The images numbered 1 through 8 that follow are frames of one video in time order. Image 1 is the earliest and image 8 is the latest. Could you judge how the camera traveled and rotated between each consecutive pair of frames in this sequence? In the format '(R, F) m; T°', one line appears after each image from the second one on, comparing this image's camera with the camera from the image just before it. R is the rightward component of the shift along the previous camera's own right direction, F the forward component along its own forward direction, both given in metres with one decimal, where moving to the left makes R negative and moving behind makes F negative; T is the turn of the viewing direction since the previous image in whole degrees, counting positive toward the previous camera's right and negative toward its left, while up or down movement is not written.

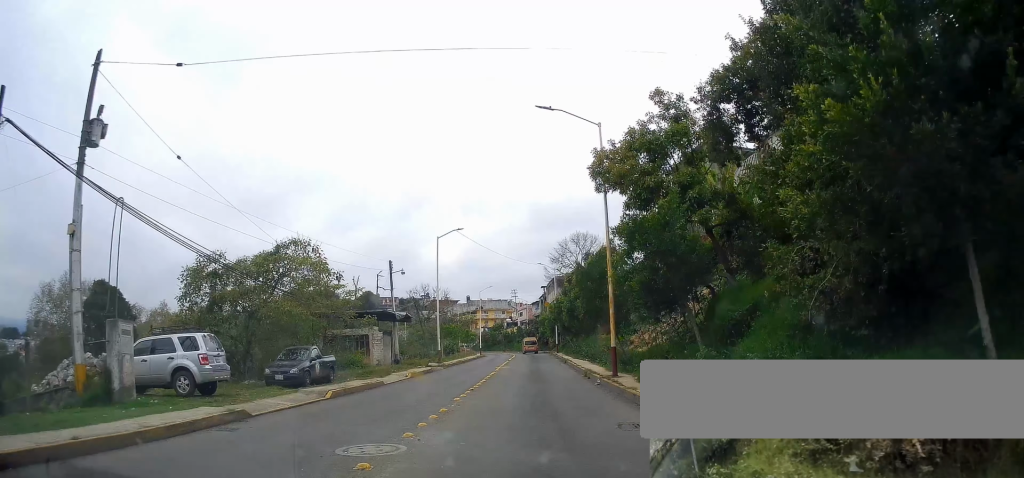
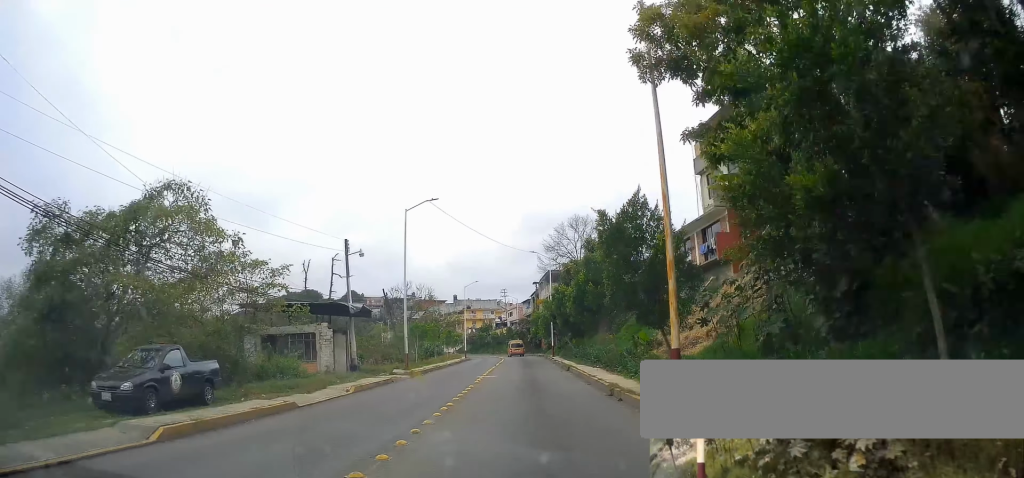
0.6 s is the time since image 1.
(0.0, +8.8) m; 0°
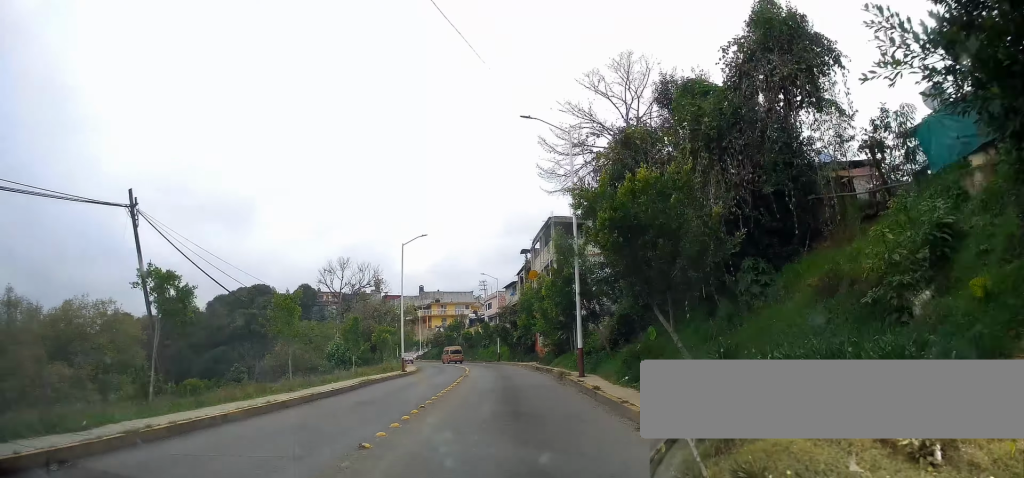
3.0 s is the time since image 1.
(+1.0, +32.5) m; +4°
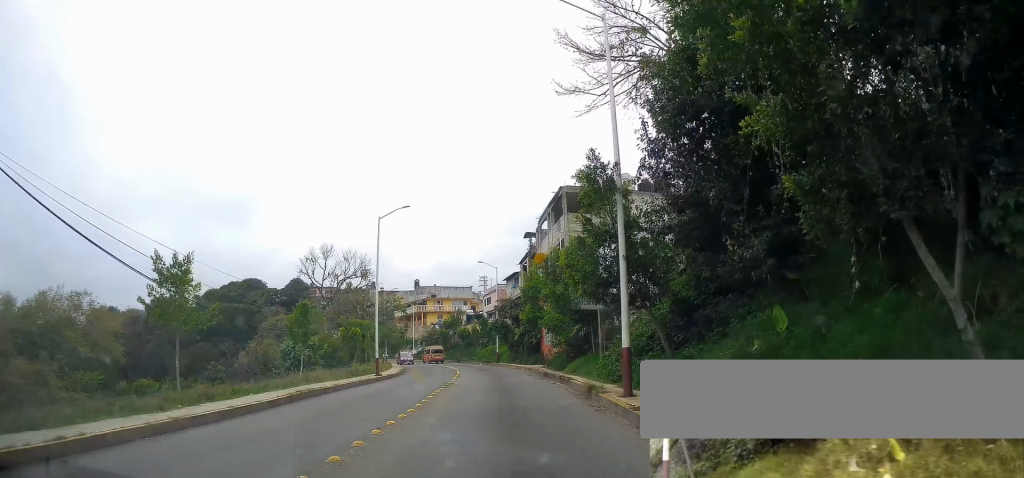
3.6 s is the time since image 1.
(0.0, +8.8) m; 0°
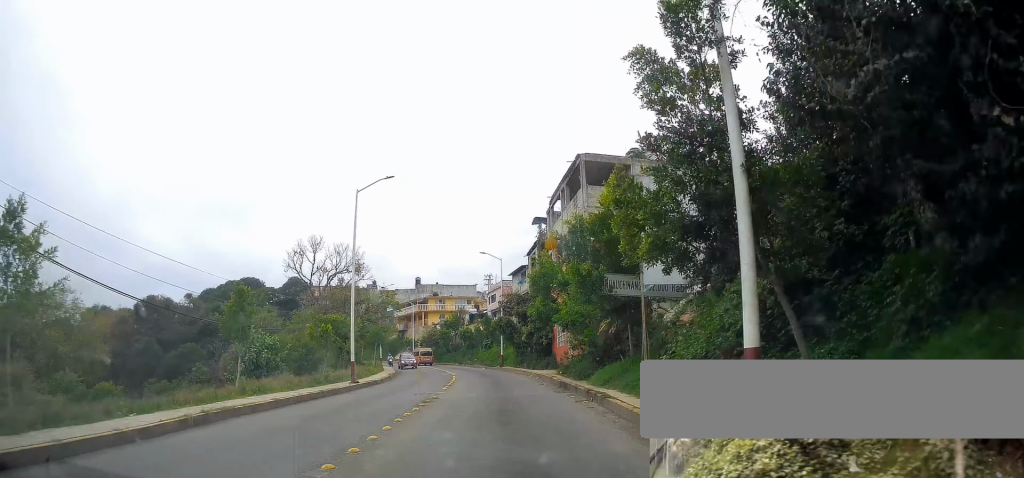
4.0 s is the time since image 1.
(0.0, +6.0) m; 0°
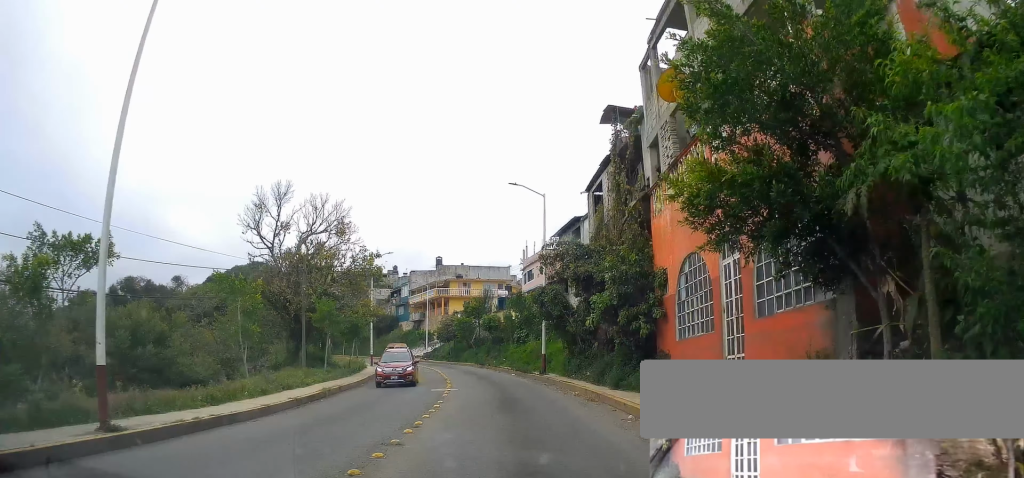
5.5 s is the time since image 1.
(-0.2, +19.9) m; -1°
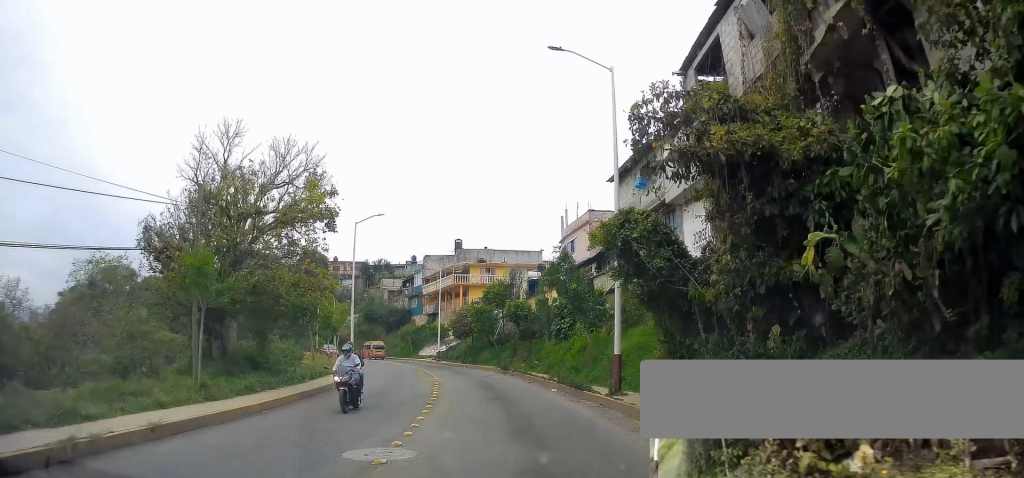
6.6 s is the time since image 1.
(-0.2, +14.9) m; -2°
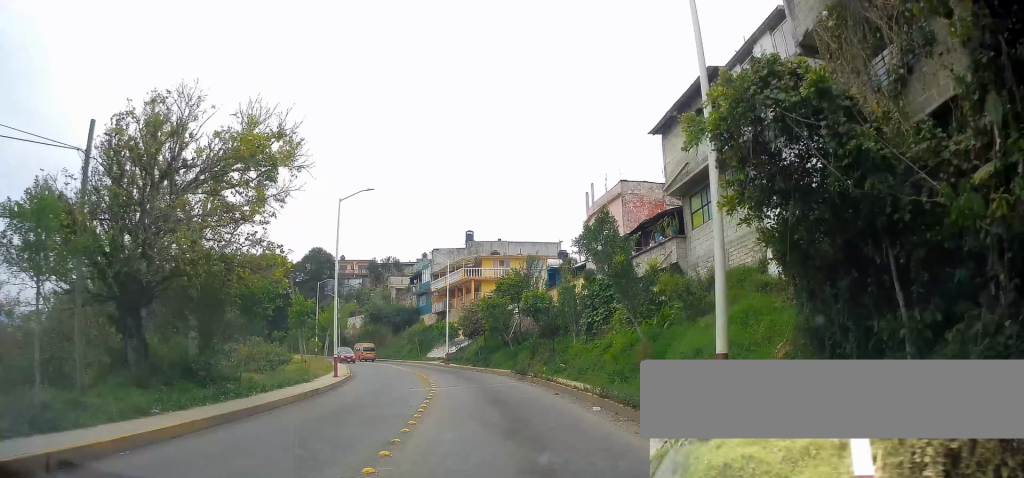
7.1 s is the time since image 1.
(0.0, +6.4) m; -1°
